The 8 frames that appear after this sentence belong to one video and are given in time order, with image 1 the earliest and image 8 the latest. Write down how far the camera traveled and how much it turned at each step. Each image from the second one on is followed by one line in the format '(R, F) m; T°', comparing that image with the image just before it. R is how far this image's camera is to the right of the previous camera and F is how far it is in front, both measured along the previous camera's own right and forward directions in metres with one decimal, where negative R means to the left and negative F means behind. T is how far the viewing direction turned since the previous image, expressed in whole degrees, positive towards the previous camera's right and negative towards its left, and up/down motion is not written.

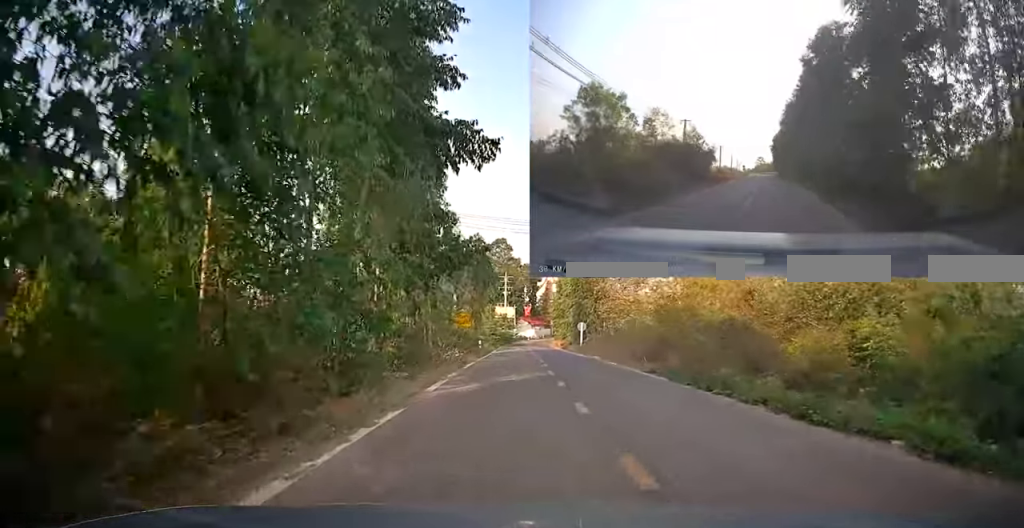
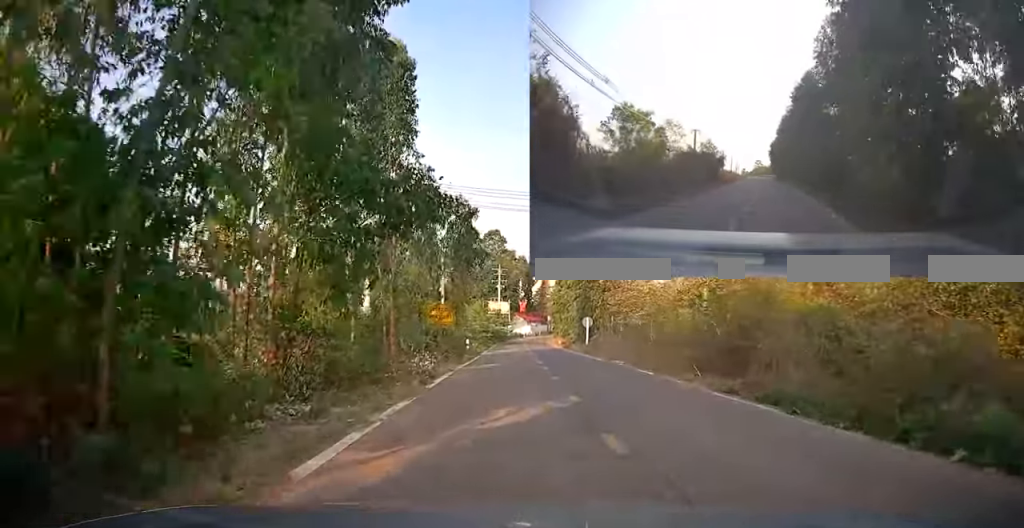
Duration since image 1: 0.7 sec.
(0.0, +6.8) m; +1°
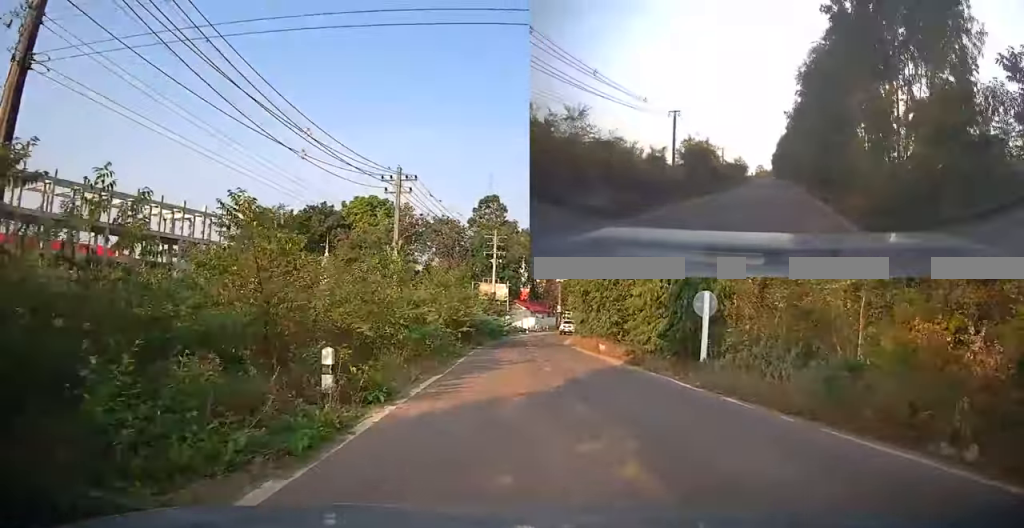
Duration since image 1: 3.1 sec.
(+0.4, +25.7) m; +1°
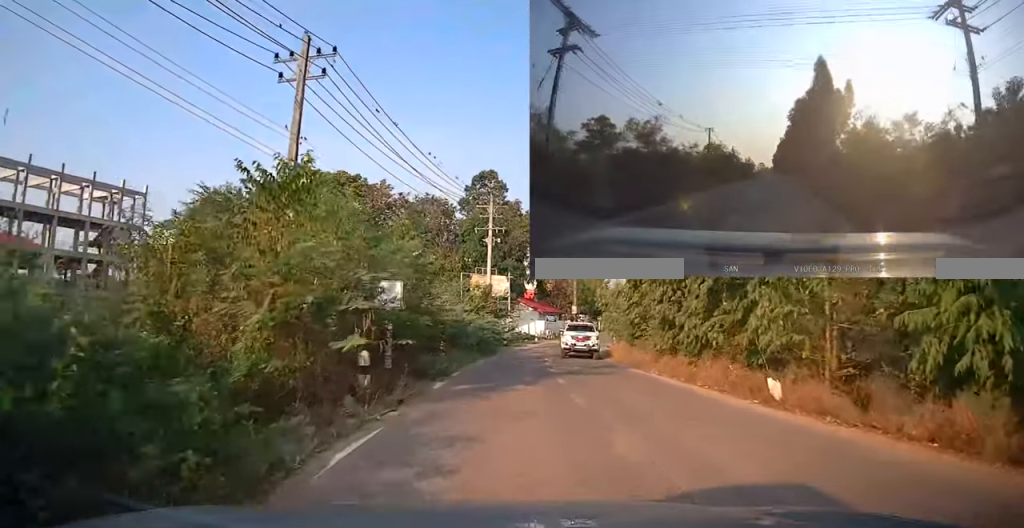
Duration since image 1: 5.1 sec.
(-0.1, +19.0) m; 0°
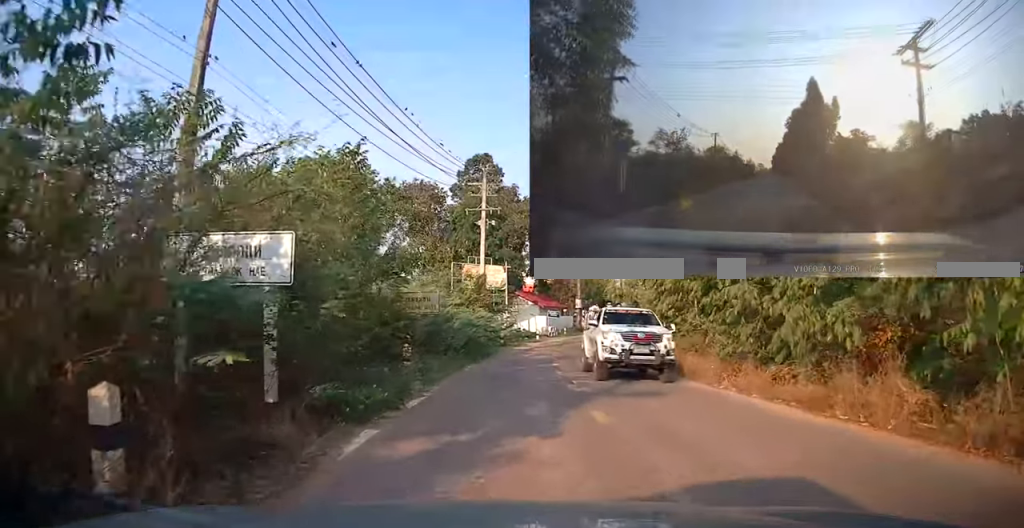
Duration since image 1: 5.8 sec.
(0.0, +6.4) m; +1°
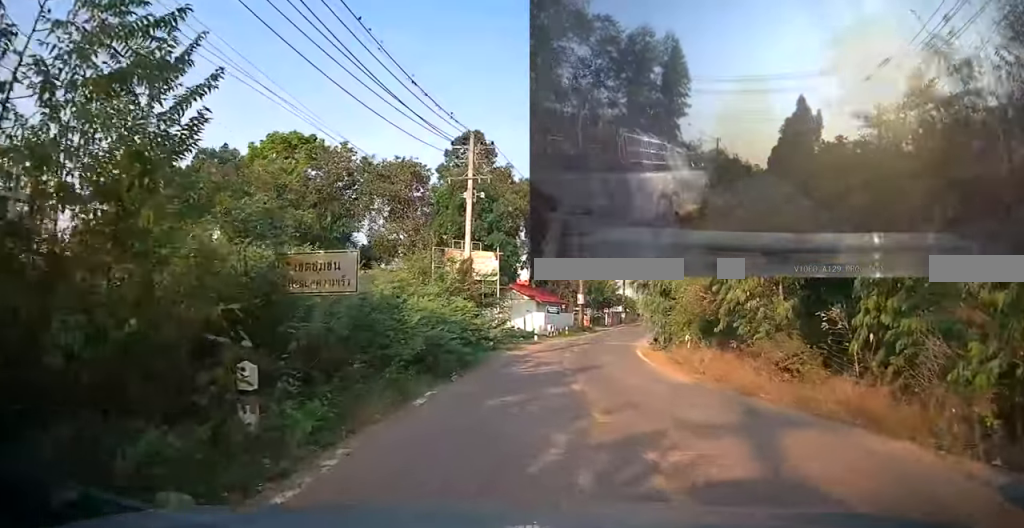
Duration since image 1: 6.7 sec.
(+0.1, +8.0) m; +2°
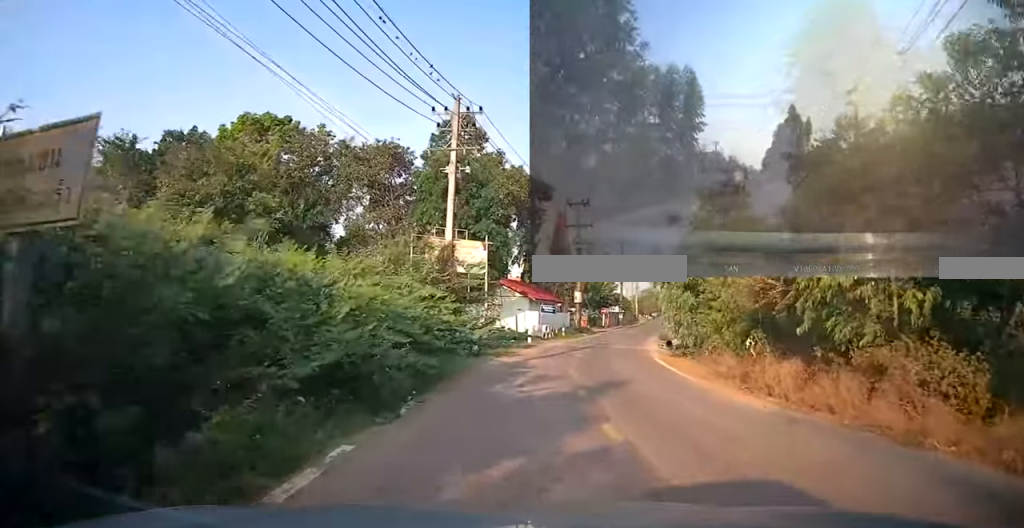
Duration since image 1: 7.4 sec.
(+0.1, +5.3) m; +1°
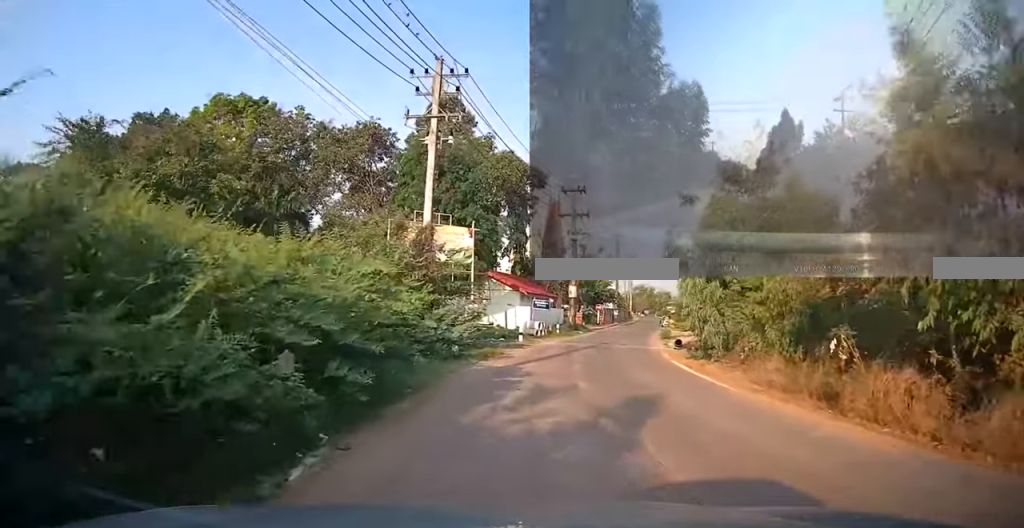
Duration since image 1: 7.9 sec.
(0.0, +3.9) m; +1°
